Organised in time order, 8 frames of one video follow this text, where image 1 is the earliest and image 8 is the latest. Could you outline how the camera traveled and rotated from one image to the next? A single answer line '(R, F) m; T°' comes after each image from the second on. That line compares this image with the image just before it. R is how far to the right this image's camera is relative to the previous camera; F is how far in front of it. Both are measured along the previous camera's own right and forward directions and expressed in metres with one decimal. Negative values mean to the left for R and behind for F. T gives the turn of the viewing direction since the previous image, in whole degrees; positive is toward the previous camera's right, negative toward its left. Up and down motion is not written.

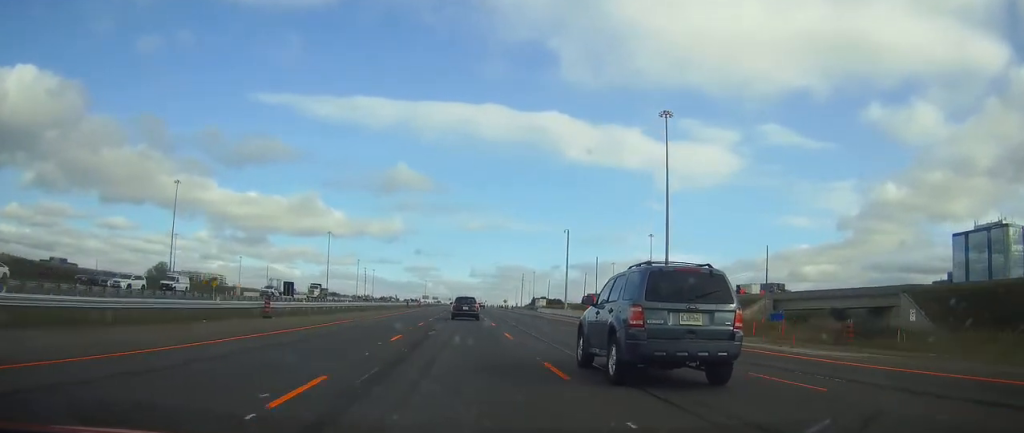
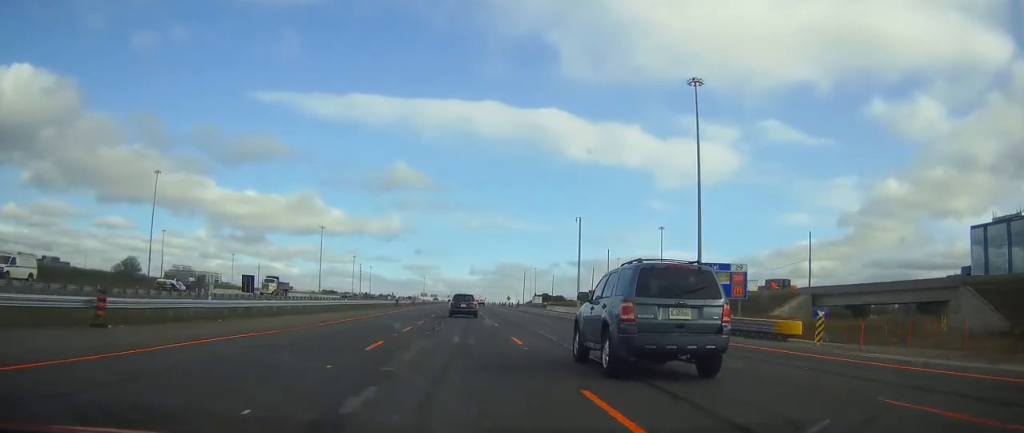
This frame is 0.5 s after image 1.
(0.0, +16.8) m; 0°
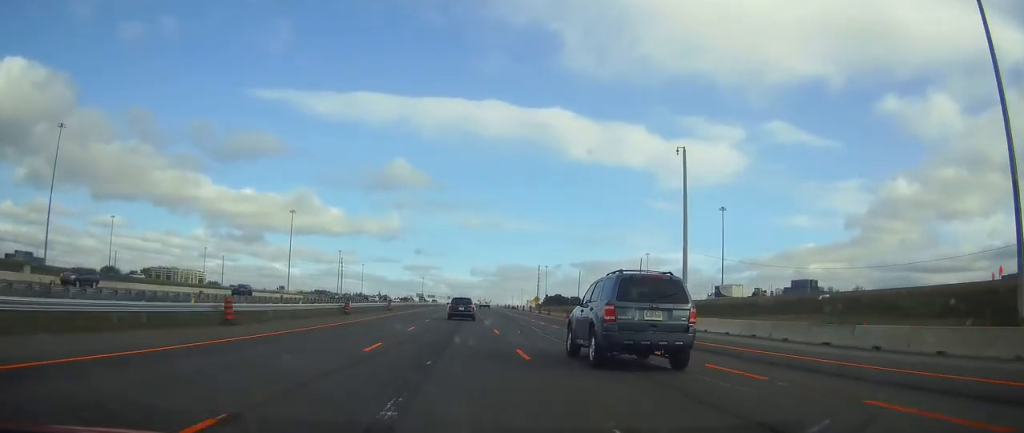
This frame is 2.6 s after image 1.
(+0.1, +64.8) m; 0°
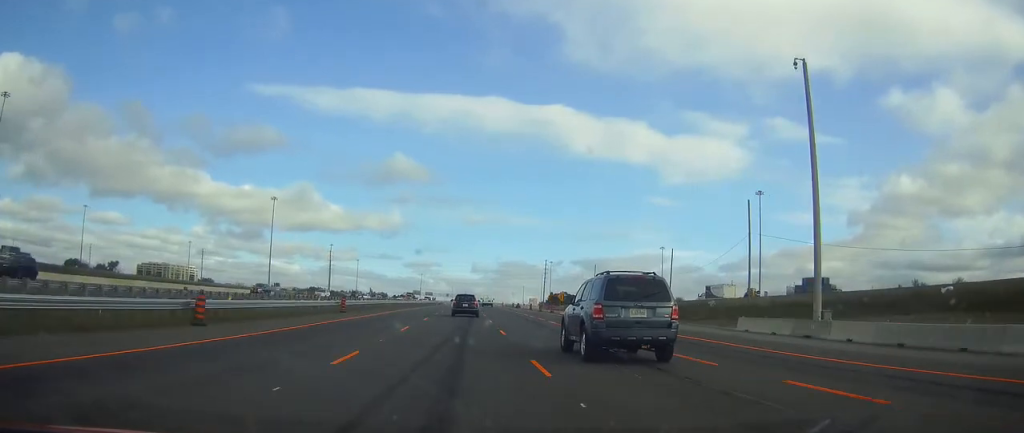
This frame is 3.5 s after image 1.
(0.0, +28.1) m; 0°
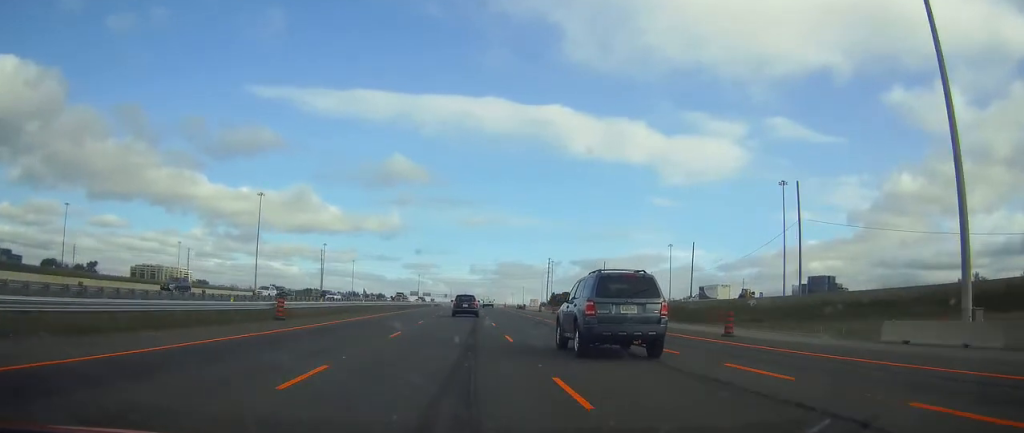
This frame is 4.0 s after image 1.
(0.0, +15.6) m; 0°
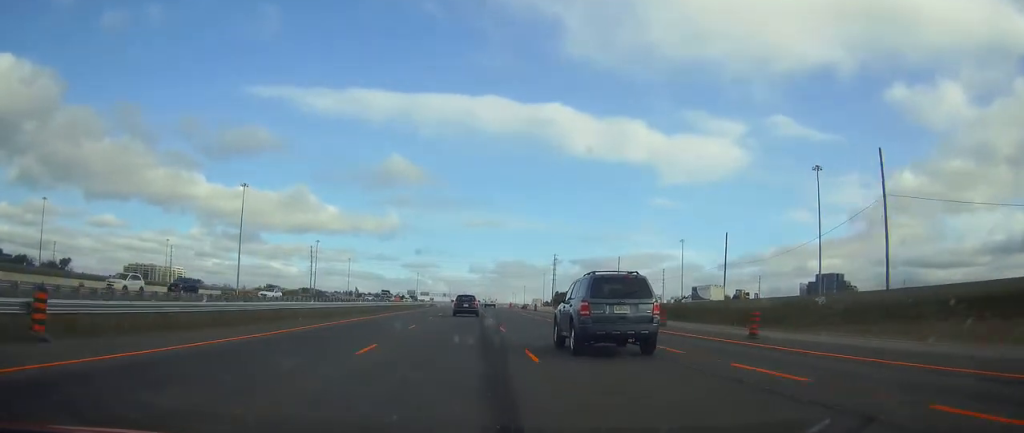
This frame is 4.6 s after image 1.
(0.0, +18.7) m; 0°
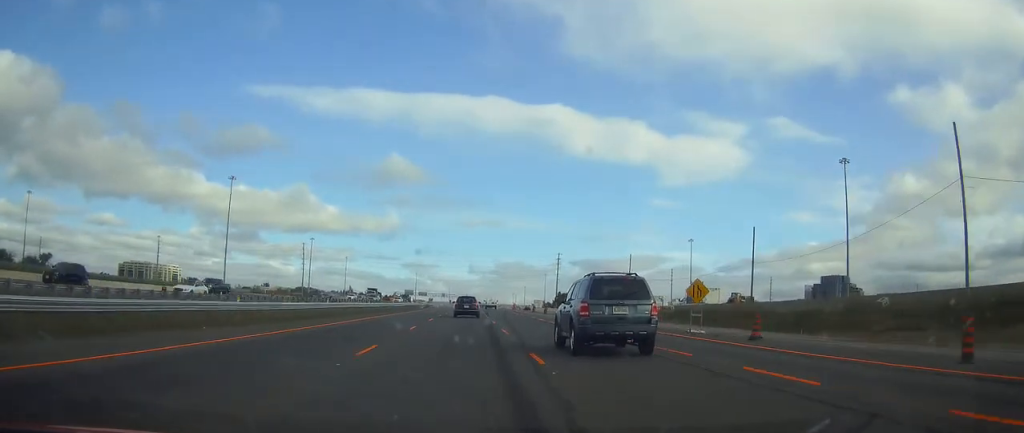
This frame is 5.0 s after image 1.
(0.0, +12.5) m; 0°
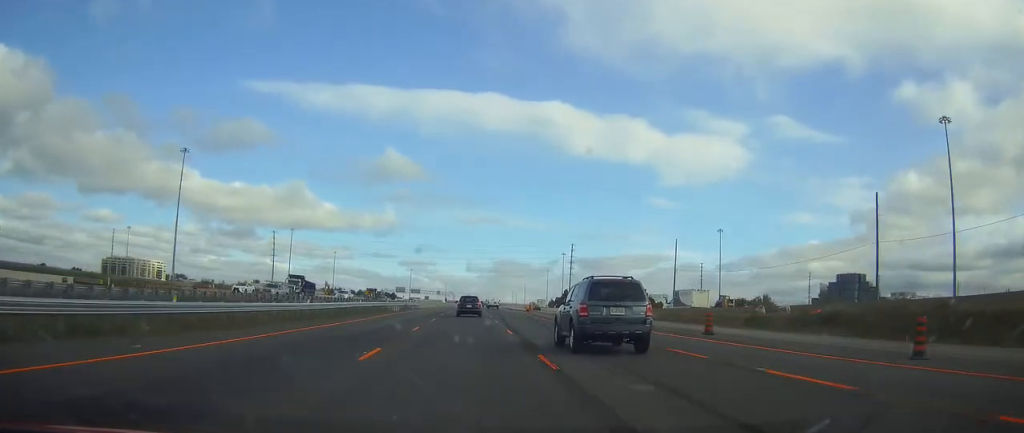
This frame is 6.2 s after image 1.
(+0.2, +37.4) m; +1°
